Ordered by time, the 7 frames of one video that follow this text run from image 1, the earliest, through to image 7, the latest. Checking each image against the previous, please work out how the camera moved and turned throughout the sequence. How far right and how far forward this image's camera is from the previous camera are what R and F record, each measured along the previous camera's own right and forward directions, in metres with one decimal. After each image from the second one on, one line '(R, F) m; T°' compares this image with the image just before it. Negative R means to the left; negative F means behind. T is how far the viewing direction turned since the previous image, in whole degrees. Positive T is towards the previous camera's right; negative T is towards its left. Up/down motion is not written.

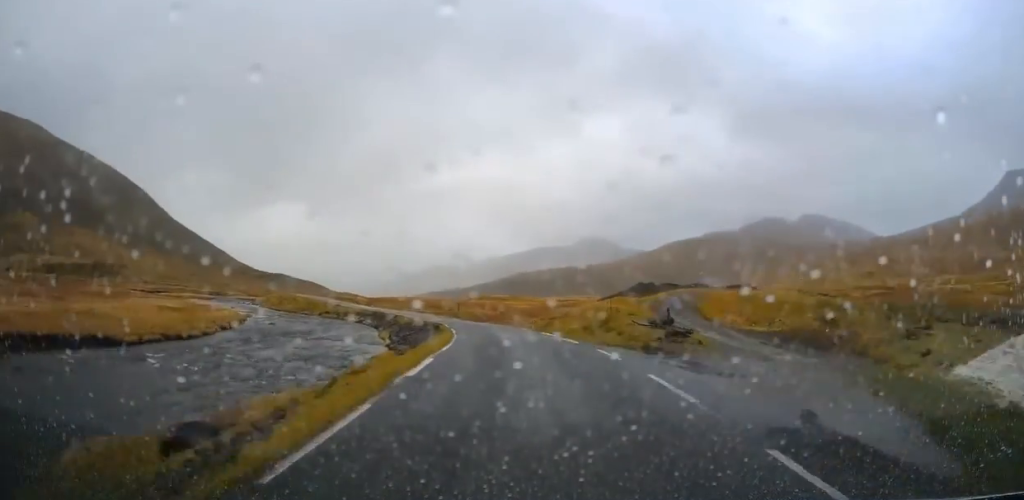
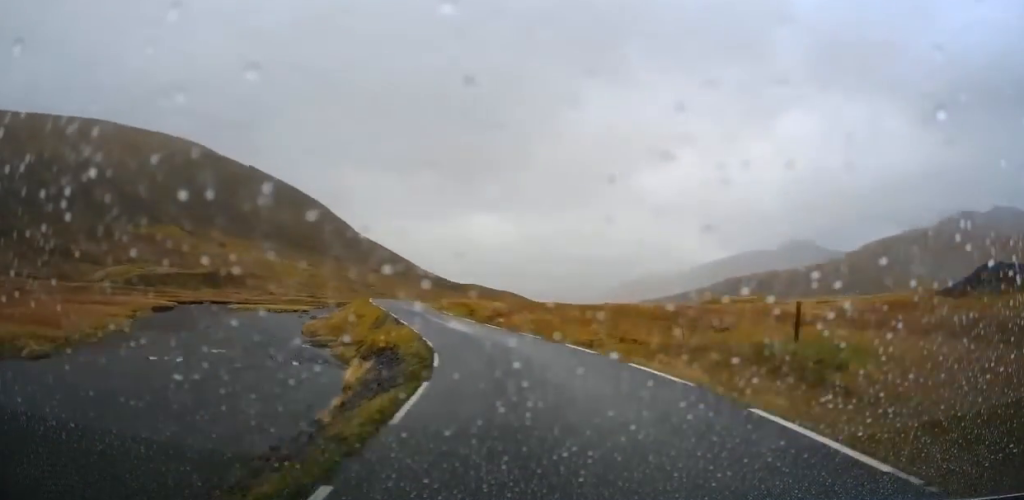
(-4.5, +58.0) m; -14°
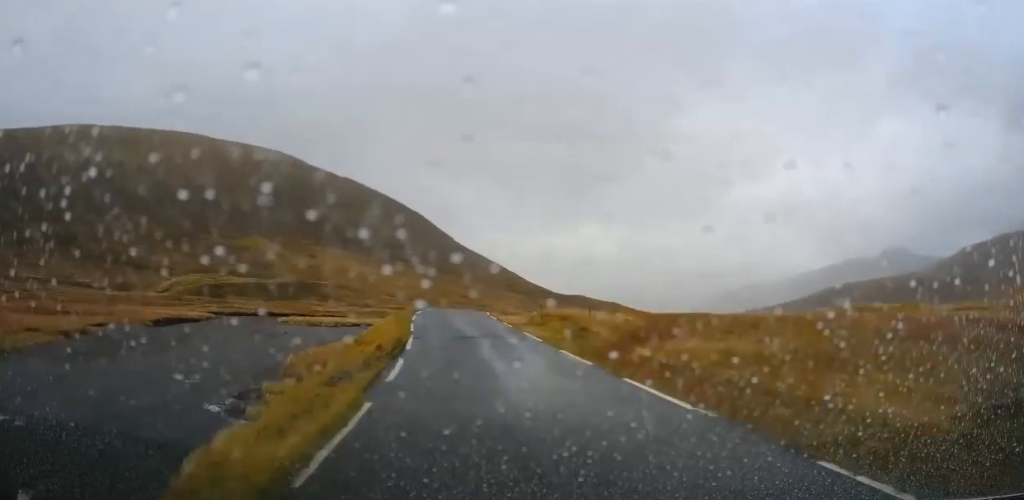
(-1.1, +20.2) m; -8°
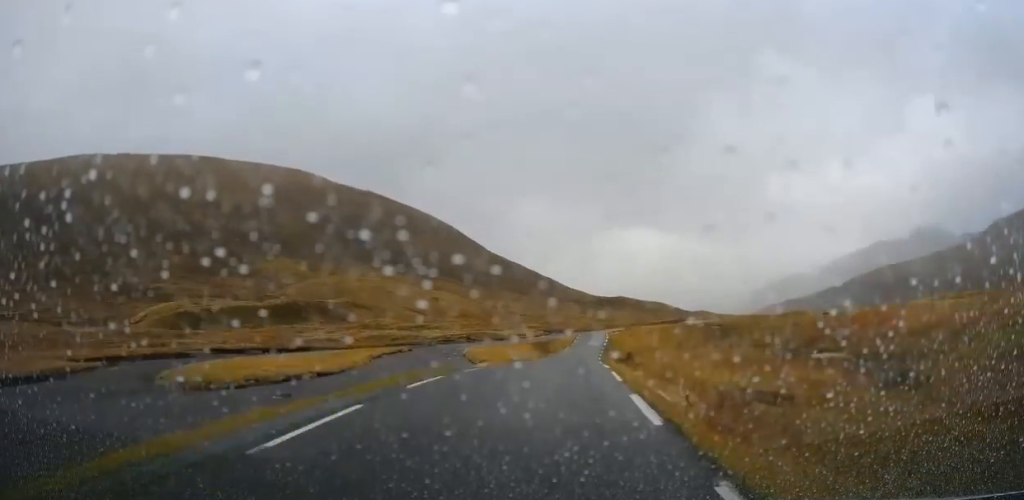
(-5.2, +41.4) m; -8°
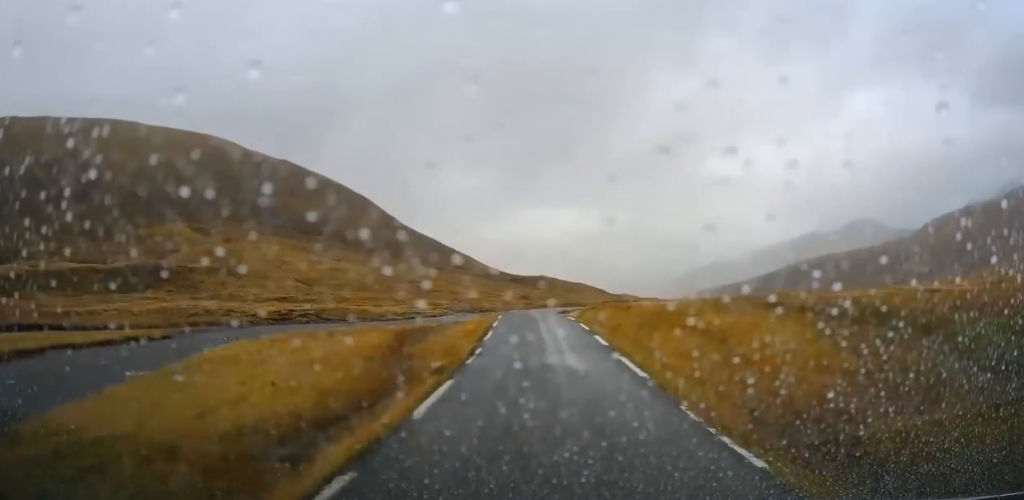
(+1.1, +46.1) m; +4°
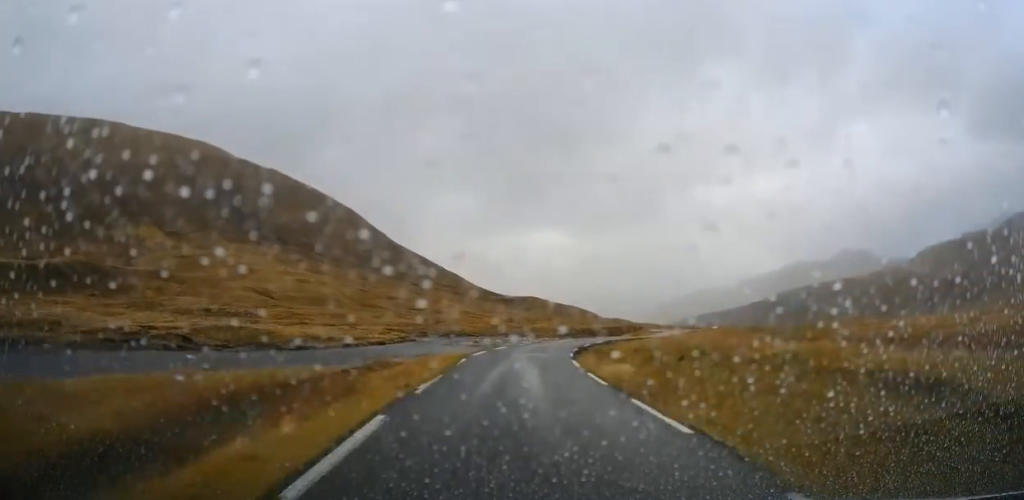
(+0.8, +27.5) m; +3°
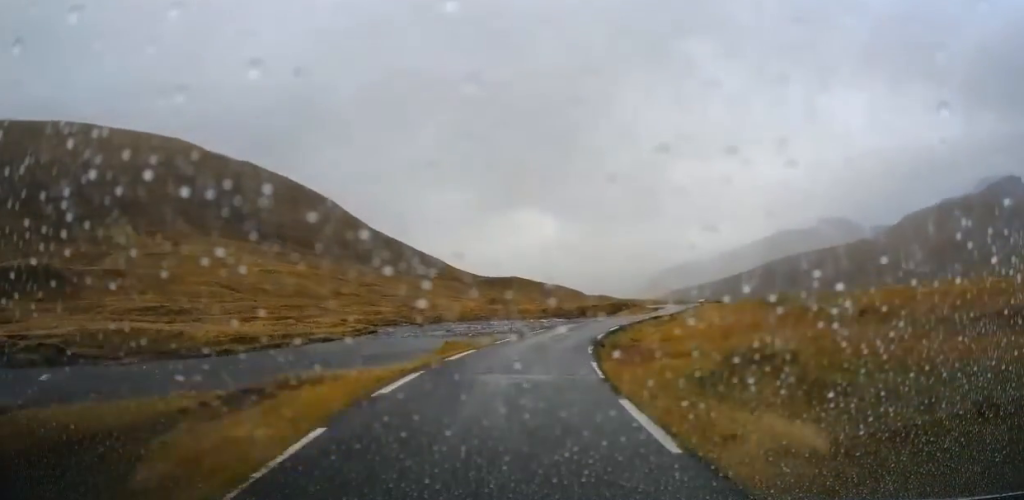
(+0.1, +12.6) m; +1°
